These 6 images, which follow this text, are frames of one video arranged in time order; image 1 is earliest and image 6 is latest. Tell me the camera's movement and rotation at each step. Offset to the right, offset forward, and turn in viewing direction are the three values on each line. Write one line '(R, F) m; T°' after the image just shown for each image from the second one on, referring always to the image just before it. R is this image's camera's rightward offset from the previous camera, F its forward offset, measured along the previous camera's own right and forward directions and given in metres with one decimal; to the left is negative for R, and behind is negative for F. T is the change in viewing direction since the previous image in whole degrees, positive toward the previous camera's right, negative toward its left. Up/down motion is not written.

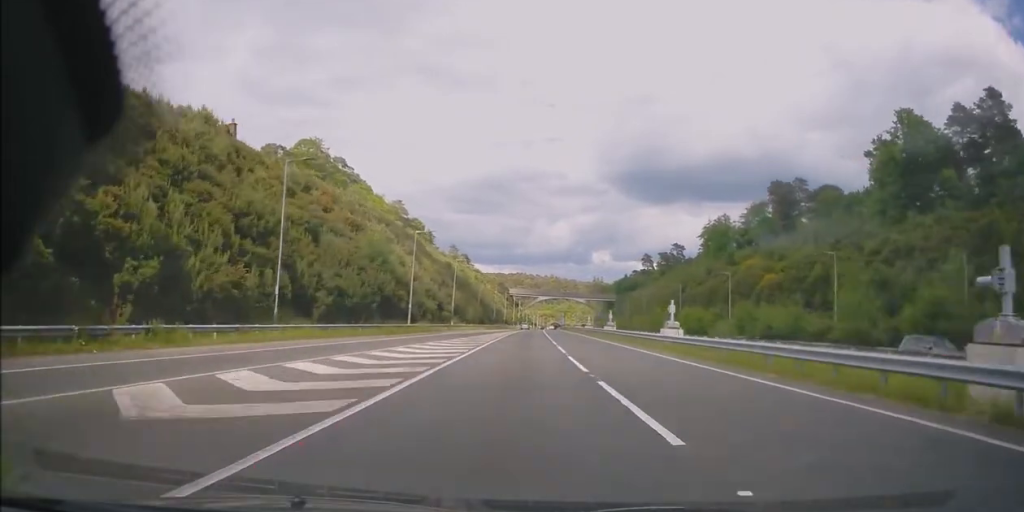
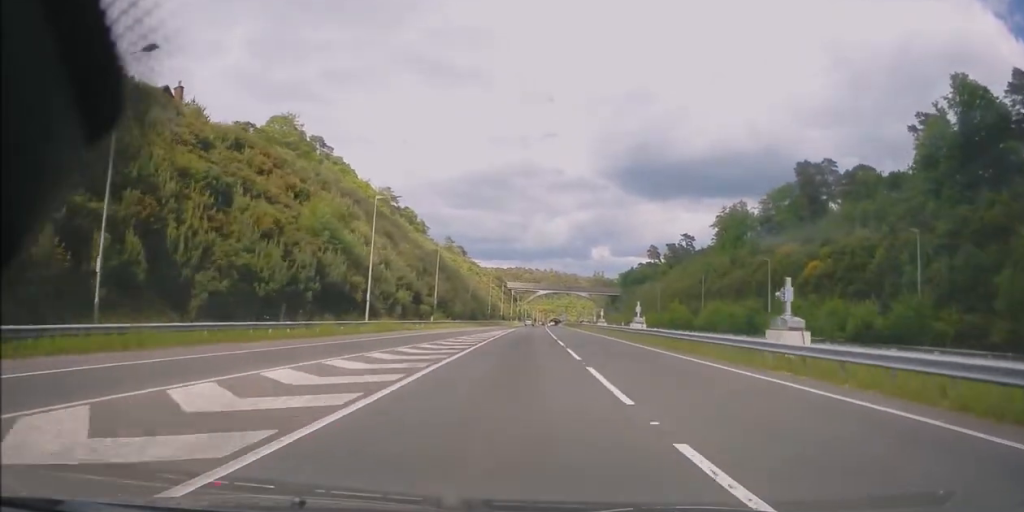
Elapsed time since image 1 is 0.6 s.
(-0.1, +16.3) m; 0°
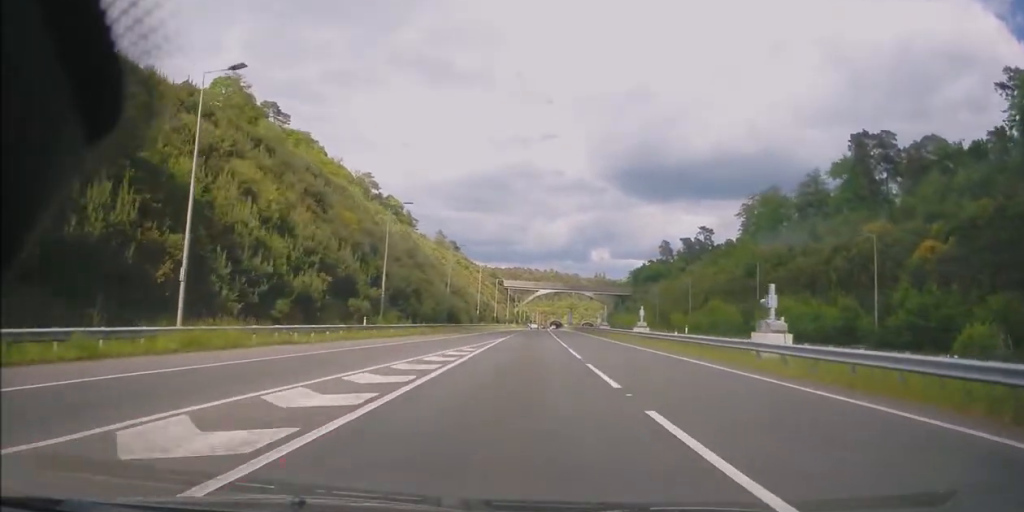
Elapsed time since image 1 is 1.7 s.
(0.0, +26.2) m; +1°
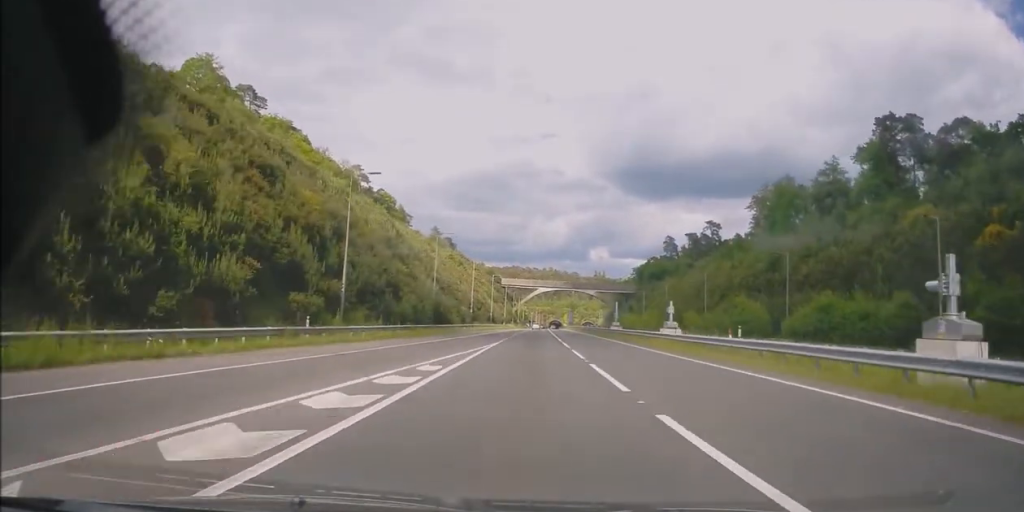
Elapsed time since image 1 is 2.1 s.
(+0.1, +9.9) m; 0°
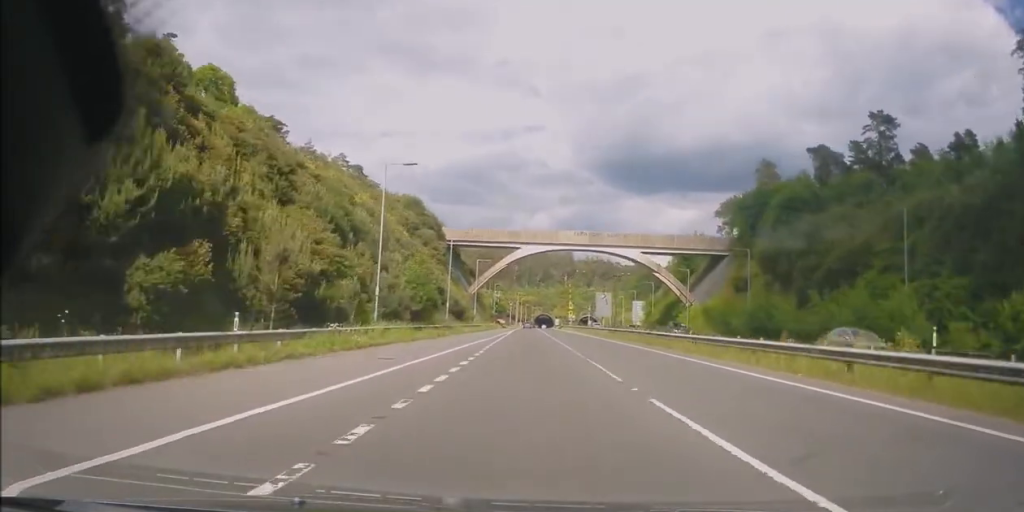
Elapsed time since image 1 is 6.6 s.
(+1.4, +113.7) m; 0°
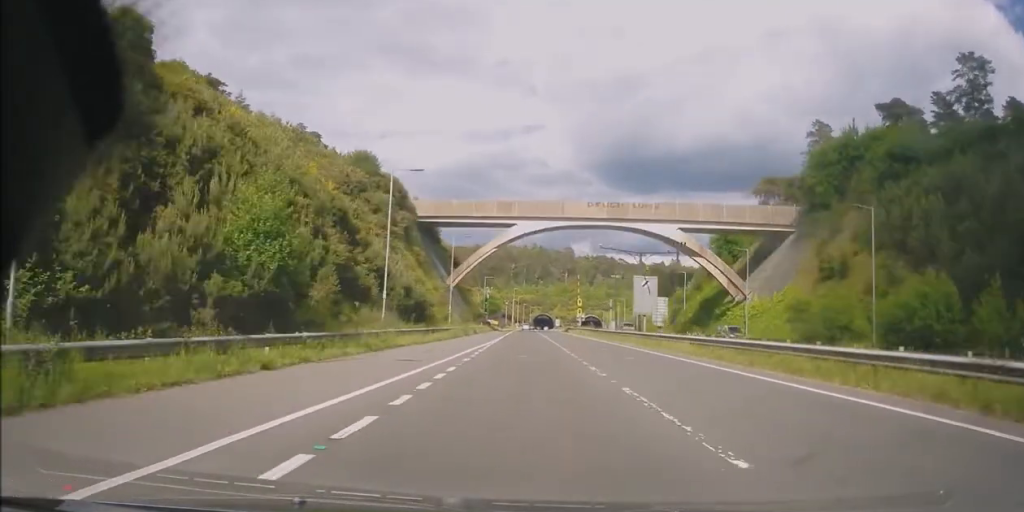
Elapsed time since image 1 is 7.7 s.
(-0.6, +27.1) m; +1°
